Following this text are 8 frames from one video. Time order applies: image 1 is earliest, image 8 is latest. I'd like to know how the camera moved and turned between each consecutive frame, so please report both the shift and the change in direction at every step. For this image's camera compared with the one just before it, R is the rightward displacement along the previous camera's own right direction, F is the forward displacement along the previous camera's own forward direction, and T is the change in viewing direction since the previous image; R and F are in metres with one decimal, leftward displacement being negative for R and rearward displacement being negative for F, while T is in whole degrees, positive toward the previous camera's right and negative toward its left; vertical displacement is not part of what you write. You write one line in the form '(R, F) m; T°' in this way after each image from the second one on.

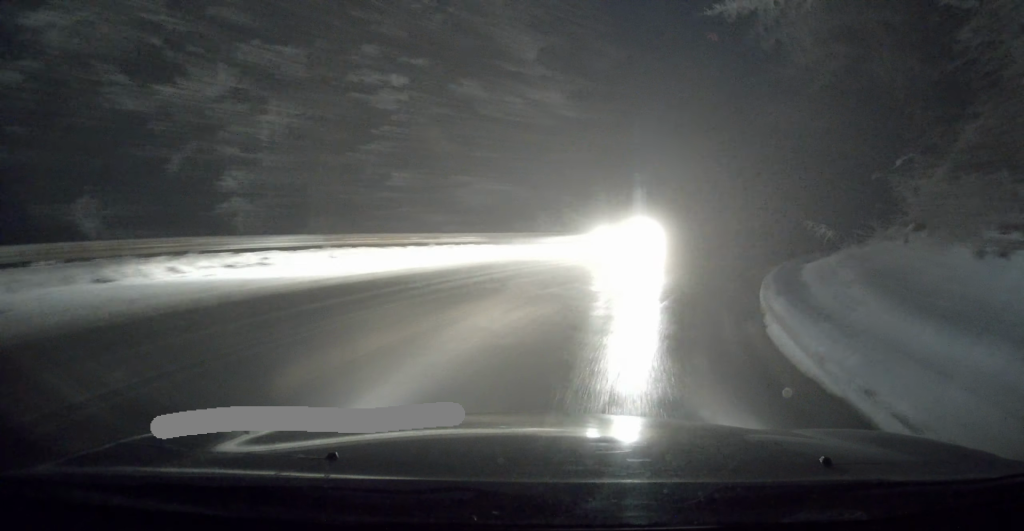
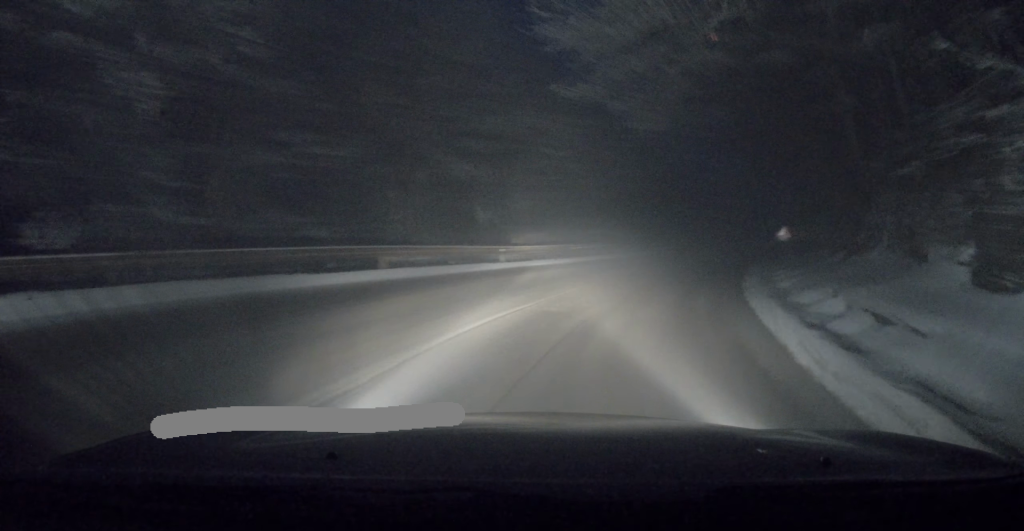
(+2.4, +15.1) m; +15°
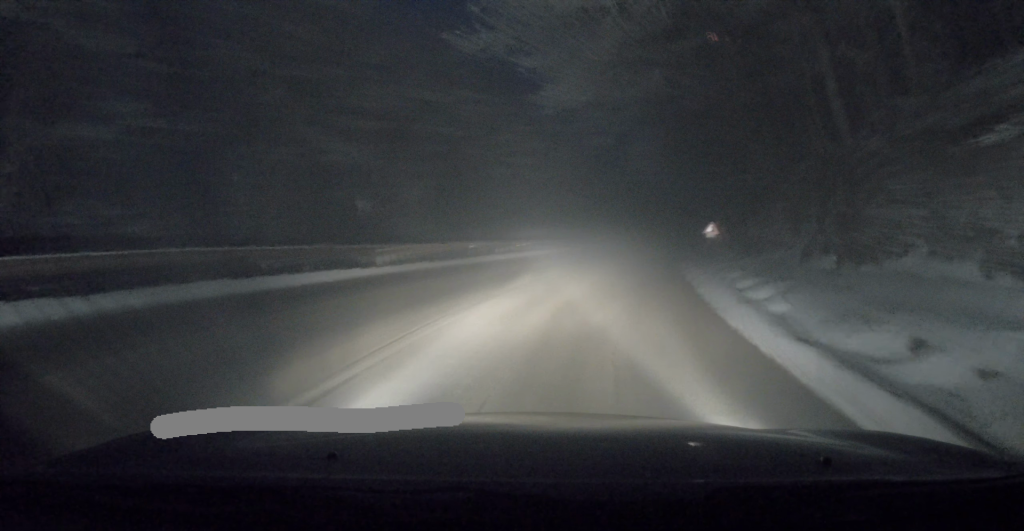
(+0.1, +4.8) m; +6°
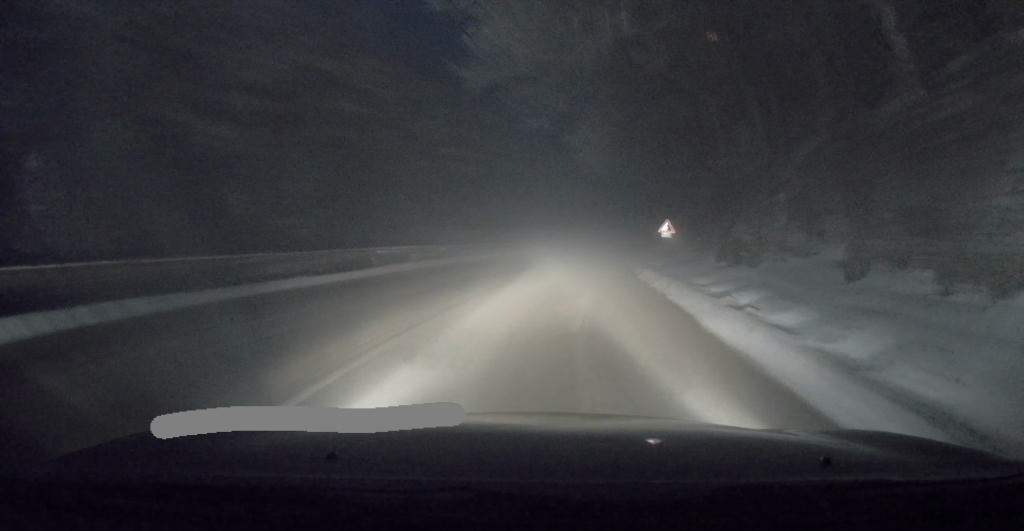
(-0.1, +5.1) m; +7°
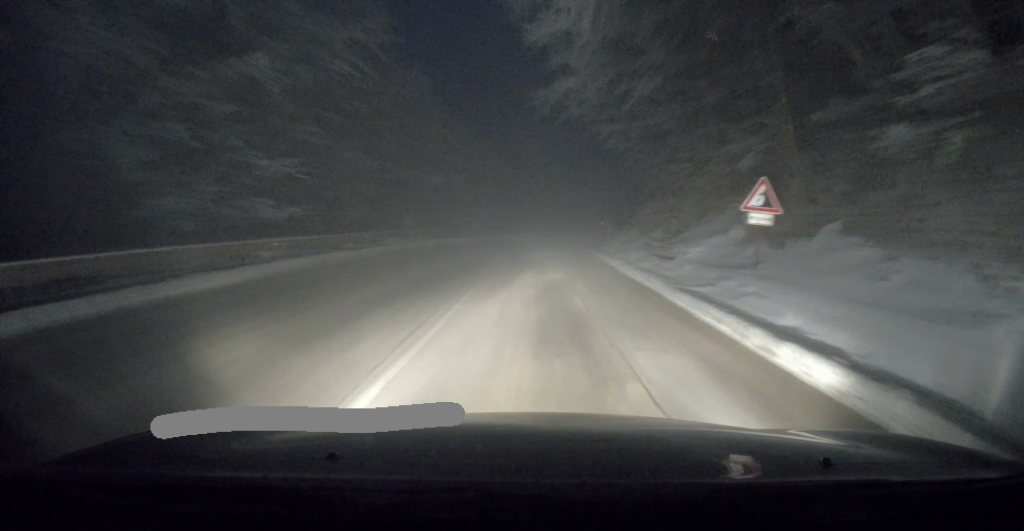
(+3.1, +19.8) m; +9°
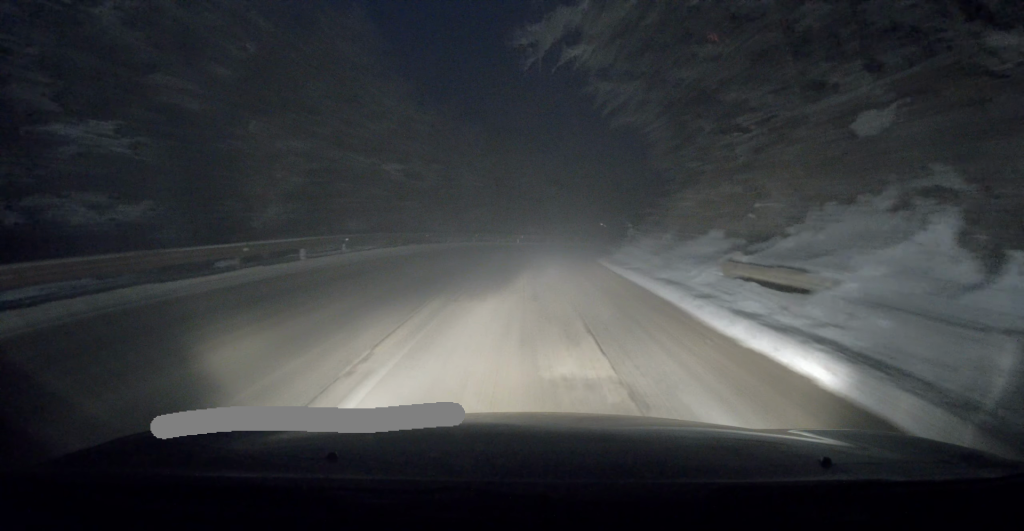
(+0.1, +8.5) m; +1°
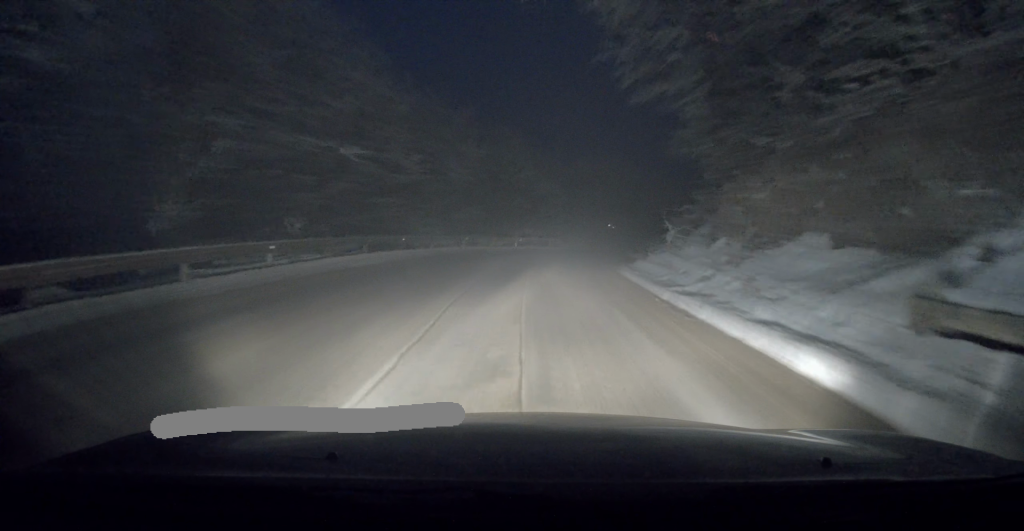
(-0.2, +5.9) m; +1°
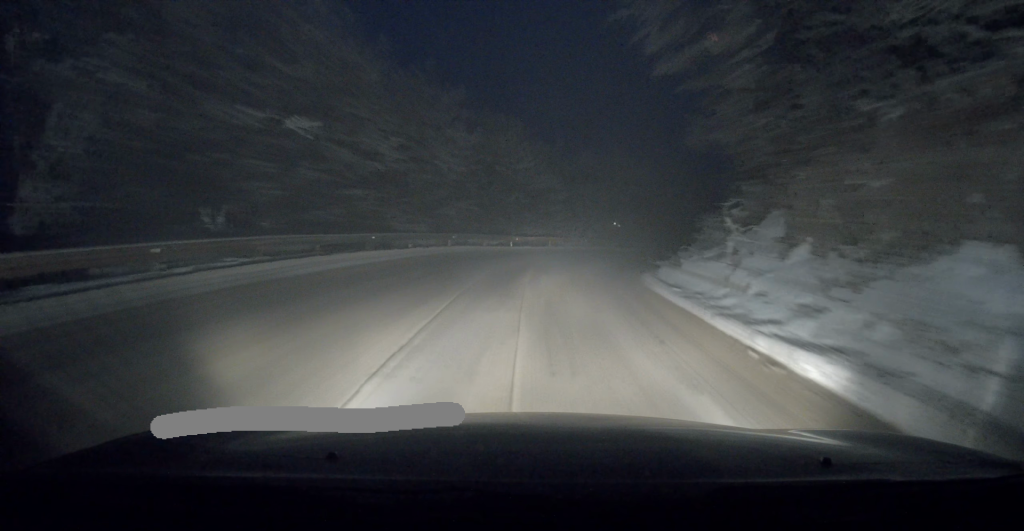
(+0.2, +4.7) m; +4°
